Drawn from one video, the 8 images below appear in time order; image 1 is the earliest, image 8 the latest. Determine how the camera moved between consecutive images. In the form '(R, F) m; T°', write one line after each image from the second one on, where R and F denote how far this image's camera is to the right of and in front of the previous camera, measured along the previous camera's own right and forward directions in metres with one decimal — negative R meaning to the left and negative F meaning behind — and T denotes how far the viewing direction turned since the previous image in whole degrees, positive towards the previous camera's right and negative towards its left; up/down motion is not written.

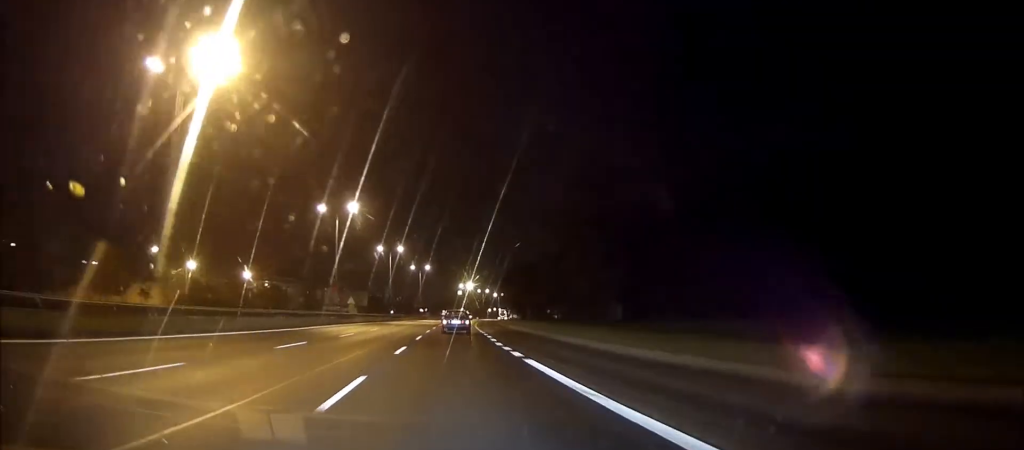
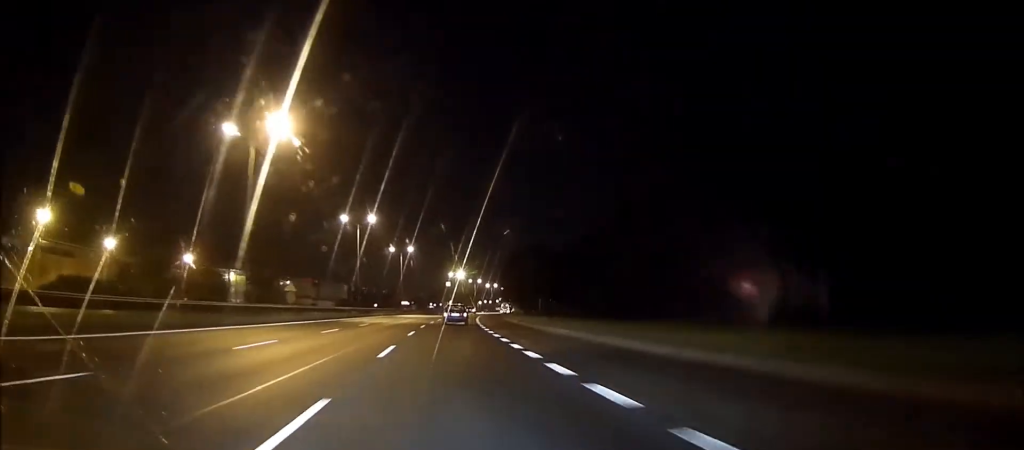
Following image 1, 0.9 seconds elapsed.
(0.0, +27.1) m; +1°
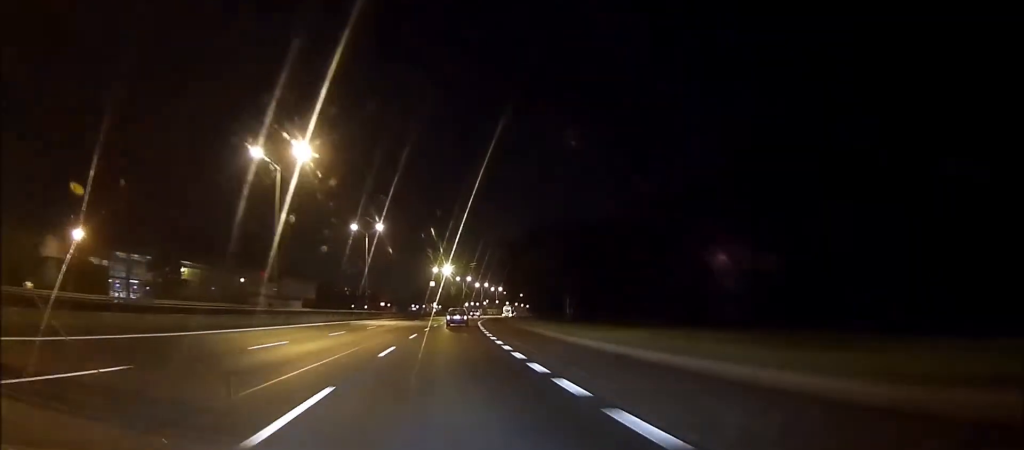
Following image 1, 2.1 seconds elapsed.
(+0.5, +32.7) m; +2°
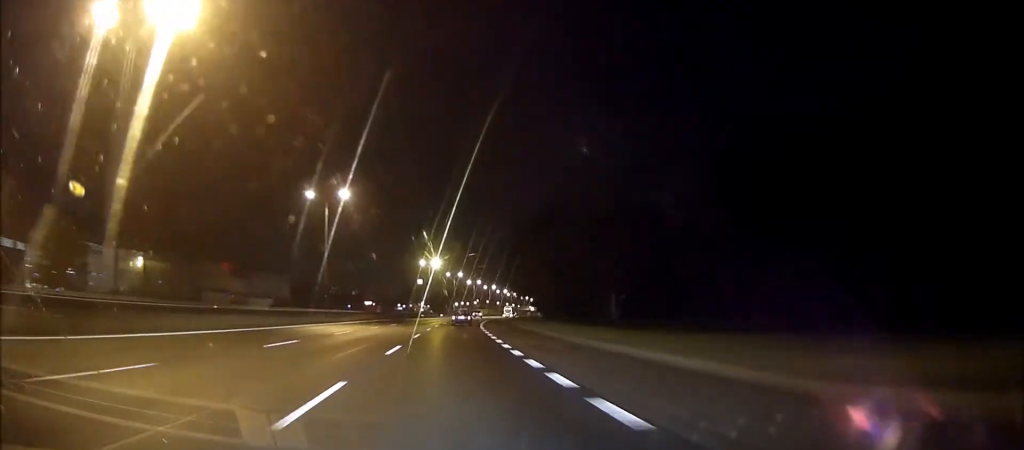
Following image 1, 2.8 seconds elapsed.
(+0.2, +22.0) m; +1°
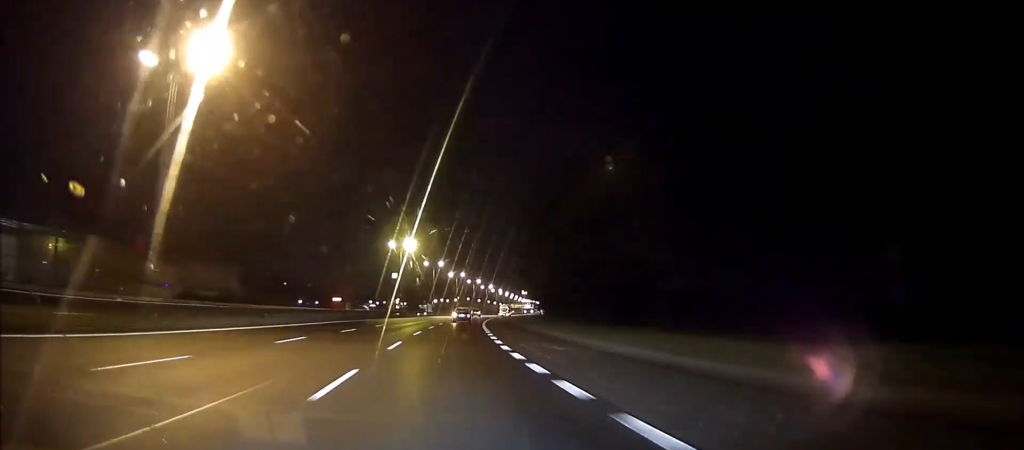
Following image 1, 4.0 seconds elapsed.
(+0.6, +32.4) m; +1°
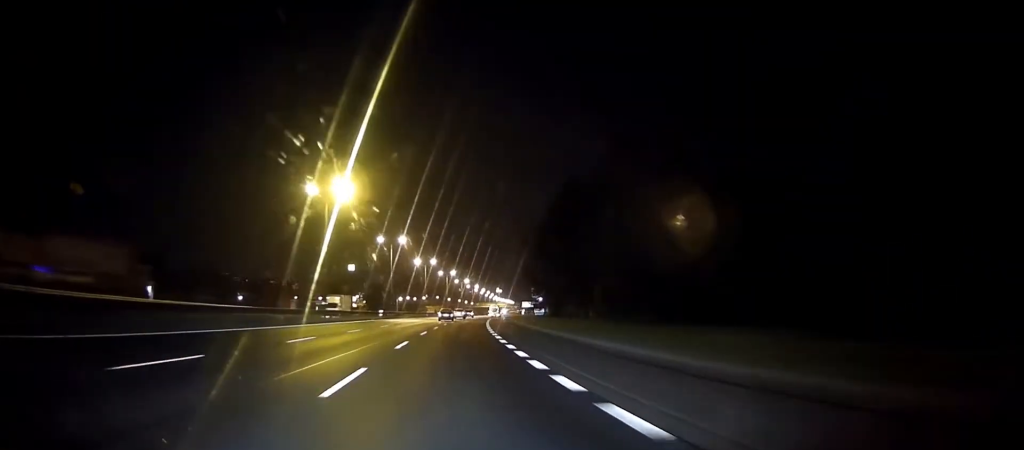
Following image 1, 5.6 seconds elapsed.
(+1.0, +46.3) m; +3°
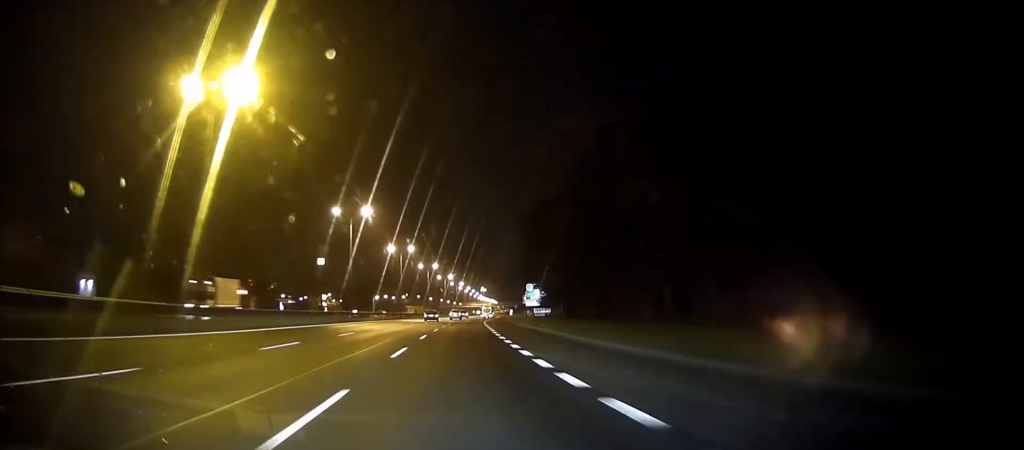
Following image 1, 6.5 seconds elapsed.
(+0.5, +27.1) m; +1°
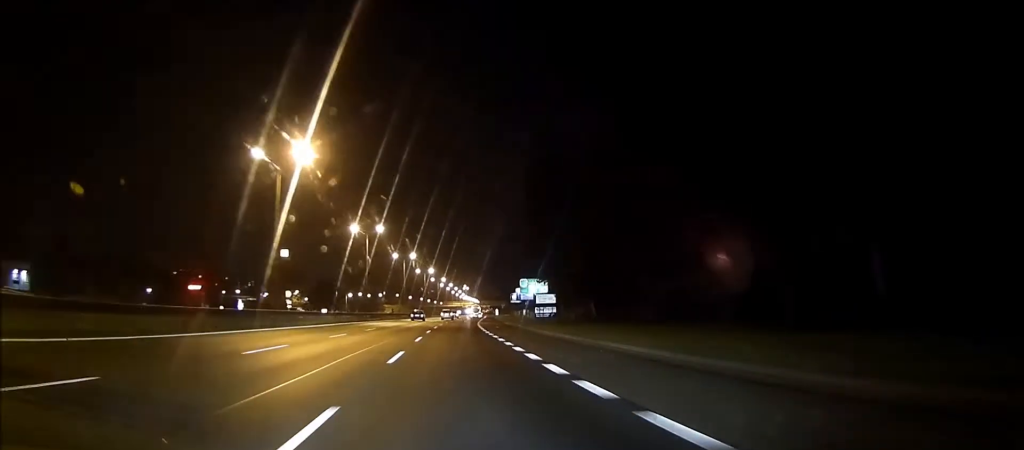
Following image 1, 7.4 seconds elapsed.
(+0.1, +25.2) m; +1°
